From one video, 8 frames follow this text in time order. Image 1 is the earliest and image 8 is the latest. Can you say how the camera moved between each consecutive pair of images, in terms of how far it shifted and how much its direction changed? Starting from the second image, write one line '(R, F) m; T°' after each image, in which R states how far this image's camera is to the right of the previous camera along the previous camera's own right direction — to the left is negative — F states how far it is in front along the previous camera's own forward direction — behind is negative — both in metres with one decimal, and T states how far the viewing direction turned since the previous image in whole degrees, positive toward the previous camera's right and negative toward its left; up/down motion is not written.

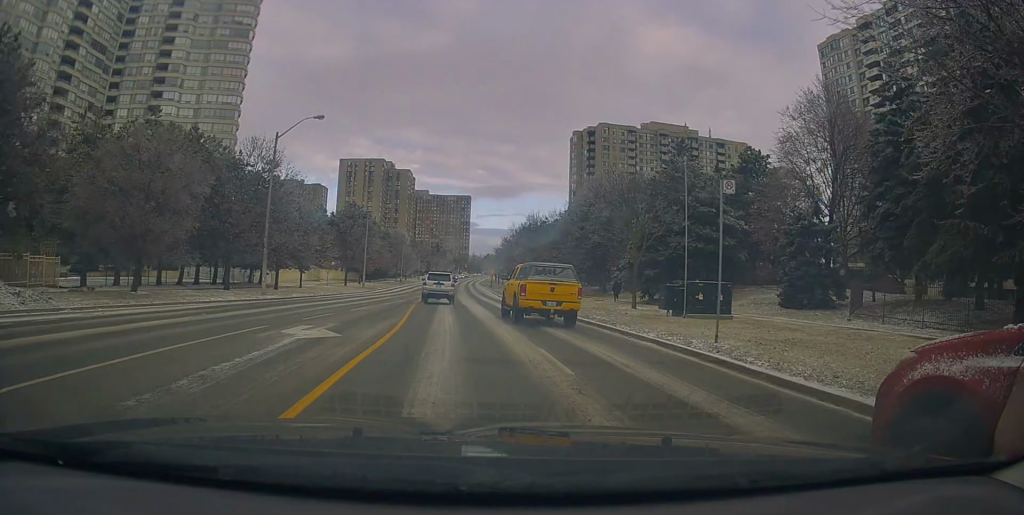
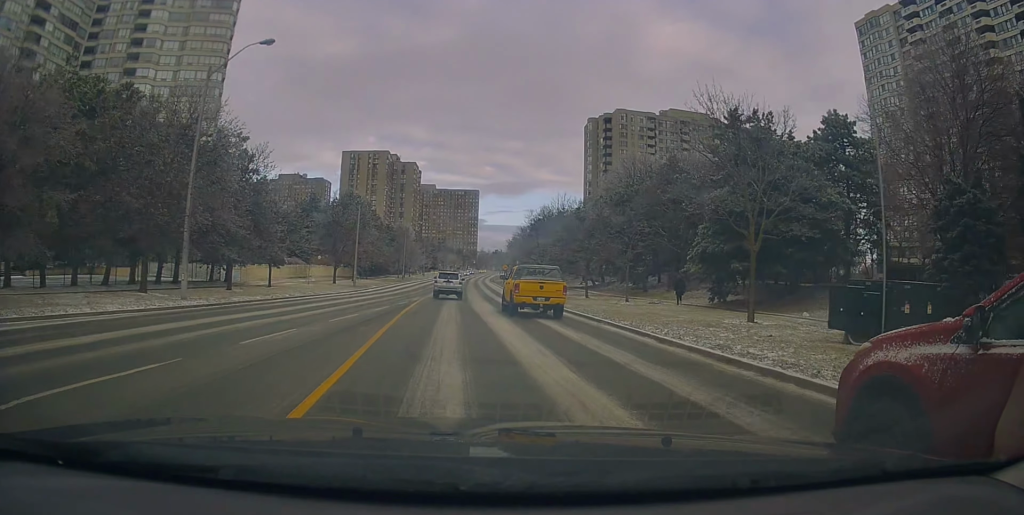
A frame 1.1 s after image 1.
(+0.6, +11.1) m; 0°
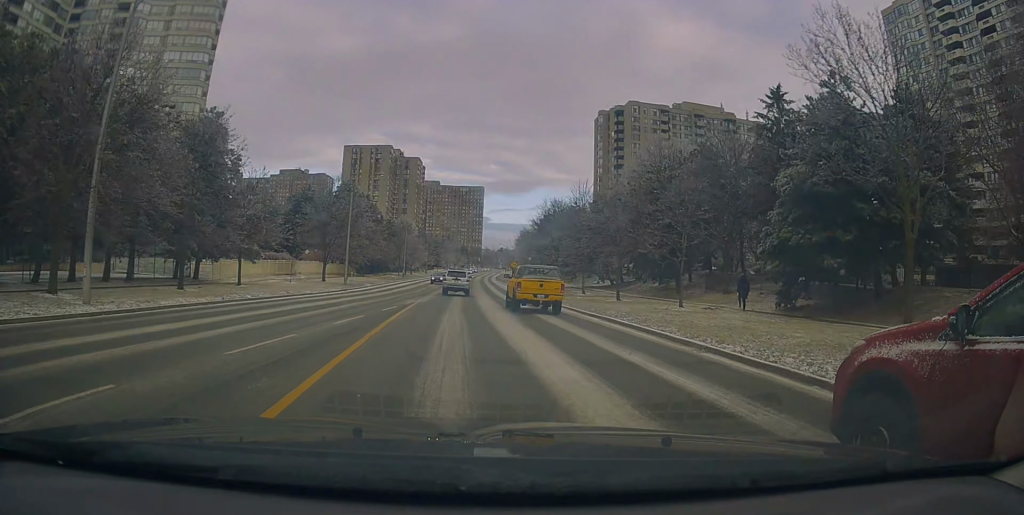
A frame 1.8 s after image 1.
(-0.5, +7.1) m; -2°
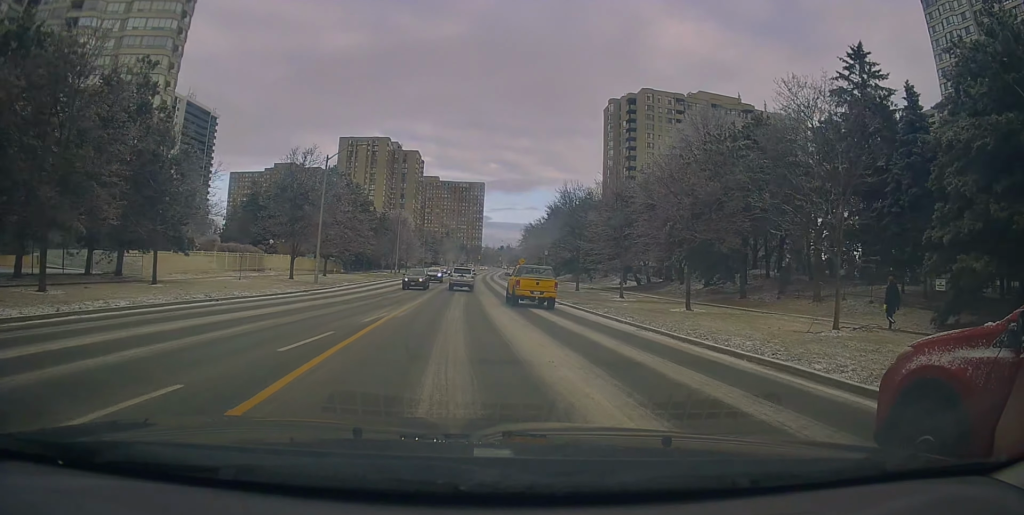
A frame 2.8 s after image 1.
(-0.1, +10.9) m; -1°
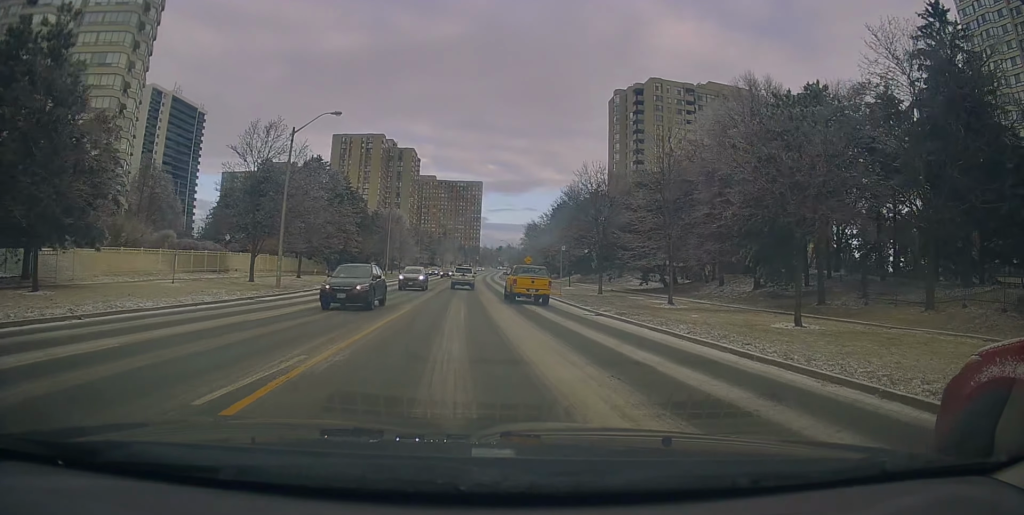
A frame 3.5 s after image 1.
(0.0, +8.5) m; 0°
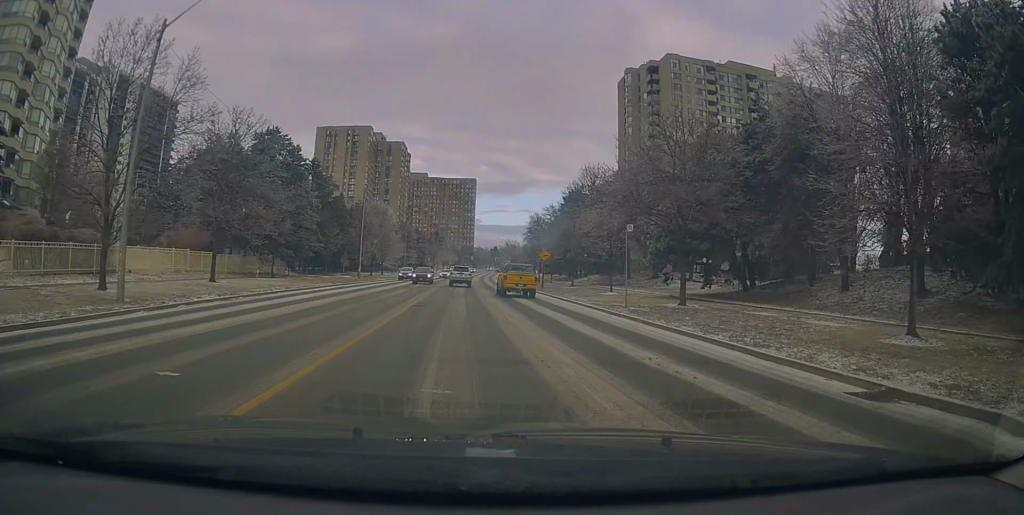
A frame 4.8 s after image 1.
(+0.2, +16.6) m; +2°
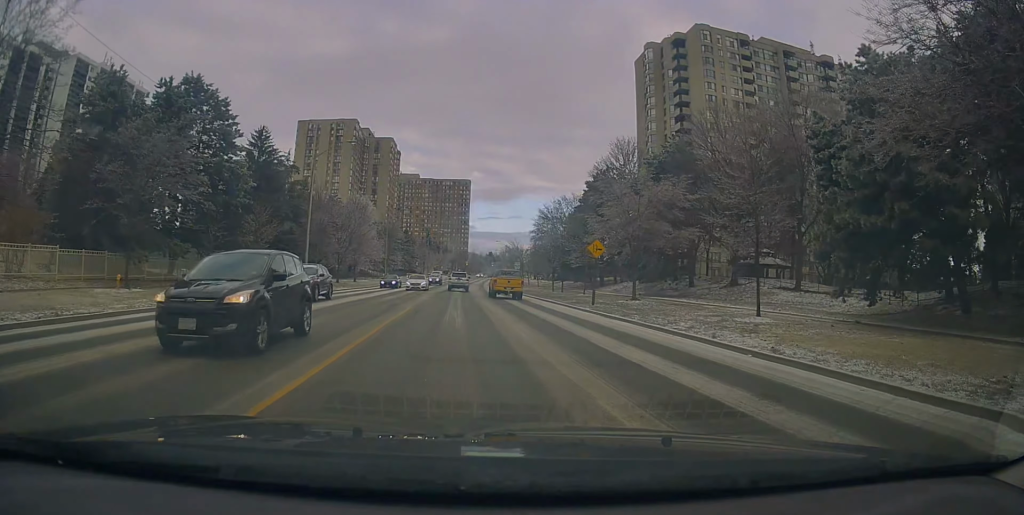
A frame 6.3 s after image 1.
(+0.3, +20.0) m; +1°
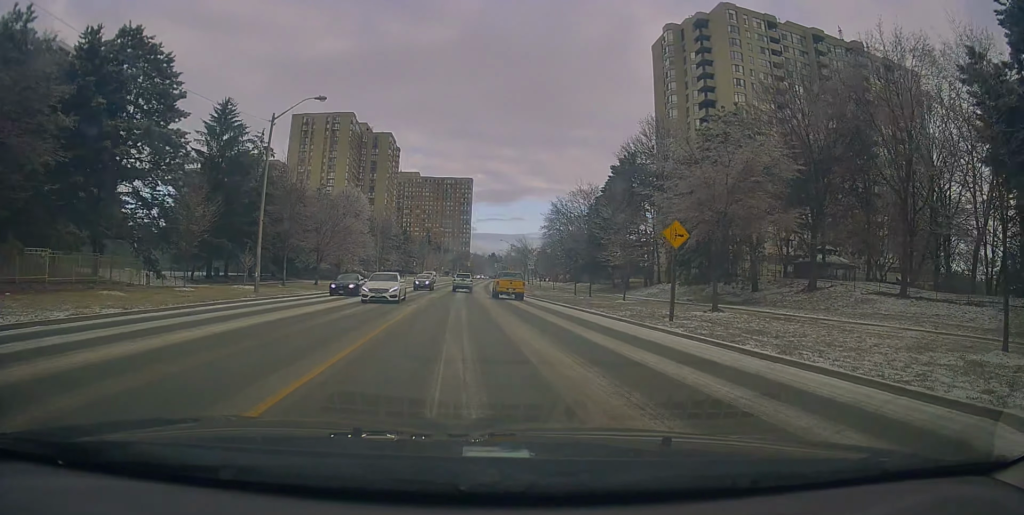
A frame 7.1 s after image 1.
(+0.3, +10.8) m; -2°
